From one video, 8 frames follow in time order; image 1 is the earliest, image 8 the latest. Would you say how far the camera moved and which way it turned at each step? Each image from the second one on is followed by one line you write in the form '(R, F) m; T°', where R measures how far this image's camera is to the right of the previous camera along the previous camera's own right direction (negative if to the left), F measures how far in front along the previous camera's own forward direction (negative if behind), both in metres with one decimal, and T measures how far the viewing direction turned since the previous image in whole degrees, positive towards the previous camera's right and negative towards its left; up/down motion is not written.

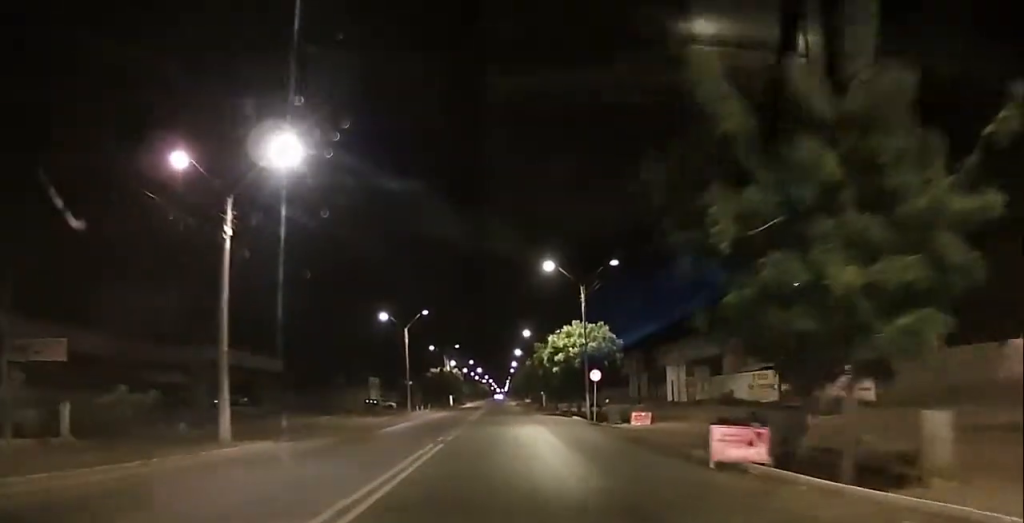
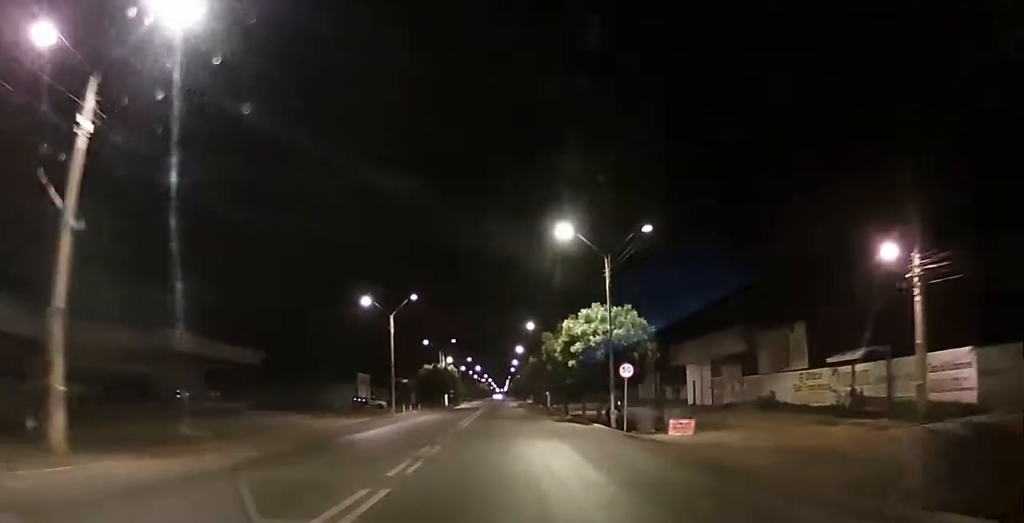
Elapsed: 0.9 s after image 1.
(0.0, +8.4) m; +1°
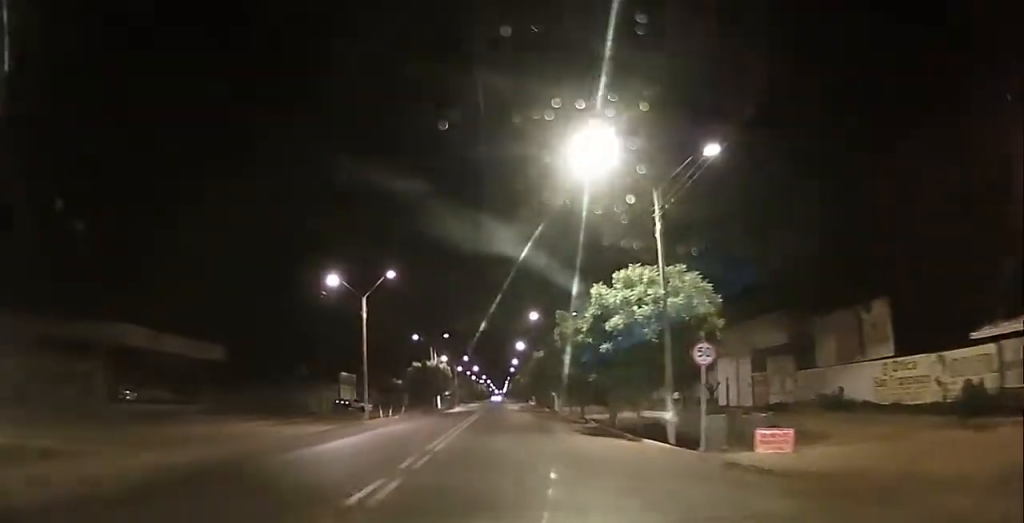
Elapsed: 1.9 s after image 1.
(+0.1, +10.1) m; -1°
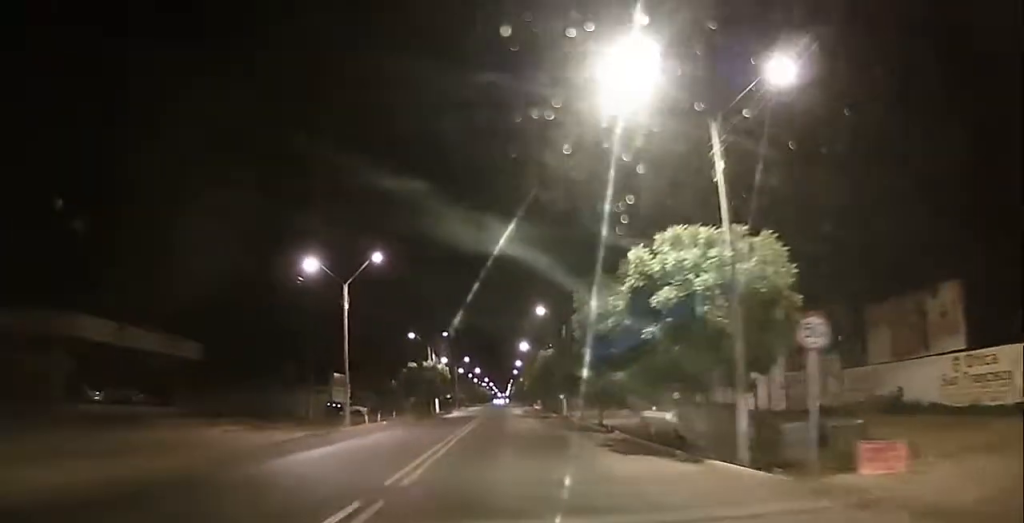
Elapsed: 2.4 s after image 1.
(-0.1, +5.7) m; 0°
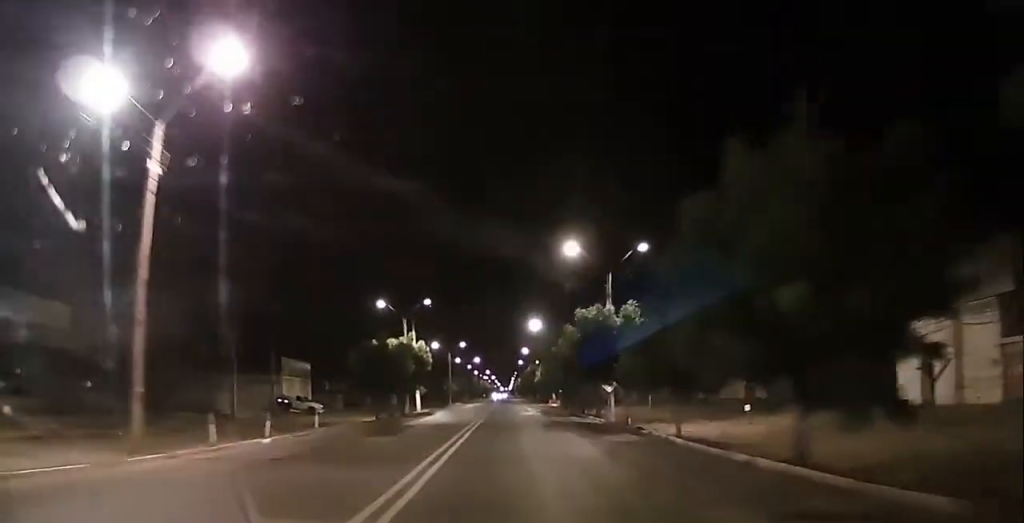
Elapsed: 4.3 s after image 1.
(+0.4, +21.4) m; +1°
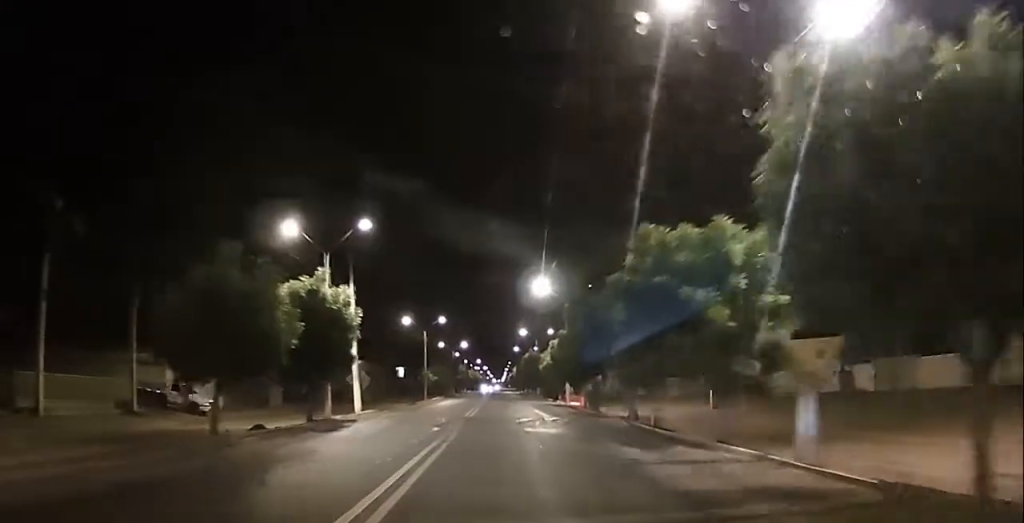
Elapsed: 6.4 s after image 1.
(-0.7, +23.9) m; 0°
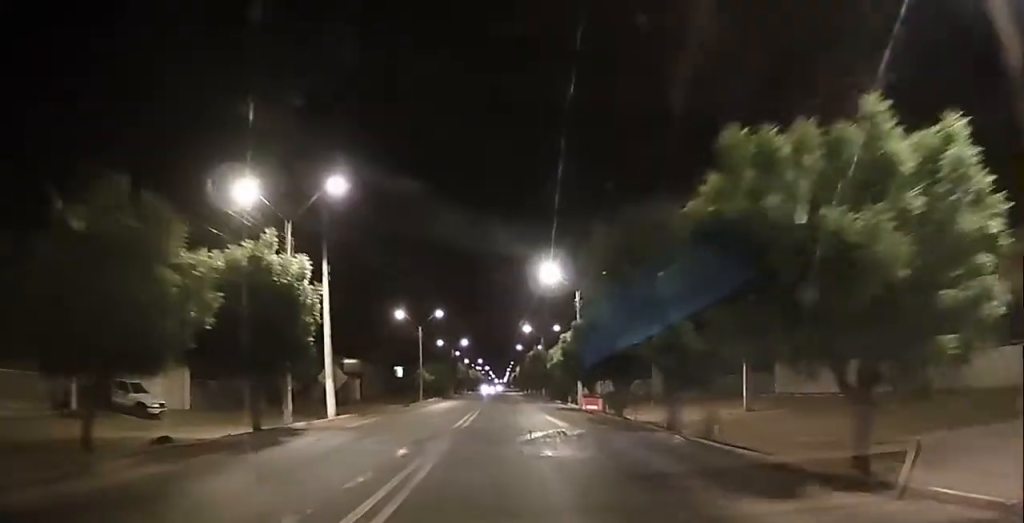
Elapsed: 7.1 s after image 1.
(+0.2, +7.3) m; 0°
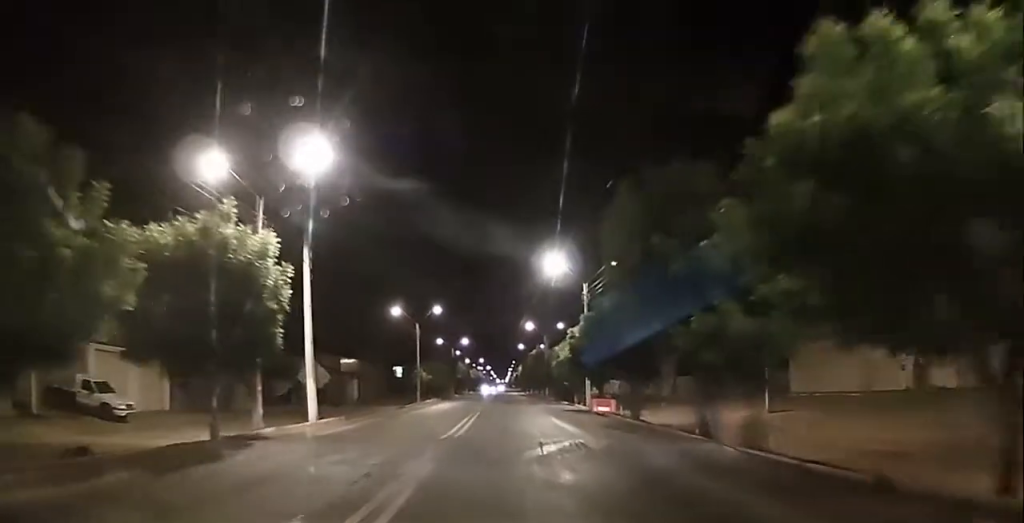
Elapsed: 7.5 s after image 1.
(-0.1, +3.7) m; -1°
